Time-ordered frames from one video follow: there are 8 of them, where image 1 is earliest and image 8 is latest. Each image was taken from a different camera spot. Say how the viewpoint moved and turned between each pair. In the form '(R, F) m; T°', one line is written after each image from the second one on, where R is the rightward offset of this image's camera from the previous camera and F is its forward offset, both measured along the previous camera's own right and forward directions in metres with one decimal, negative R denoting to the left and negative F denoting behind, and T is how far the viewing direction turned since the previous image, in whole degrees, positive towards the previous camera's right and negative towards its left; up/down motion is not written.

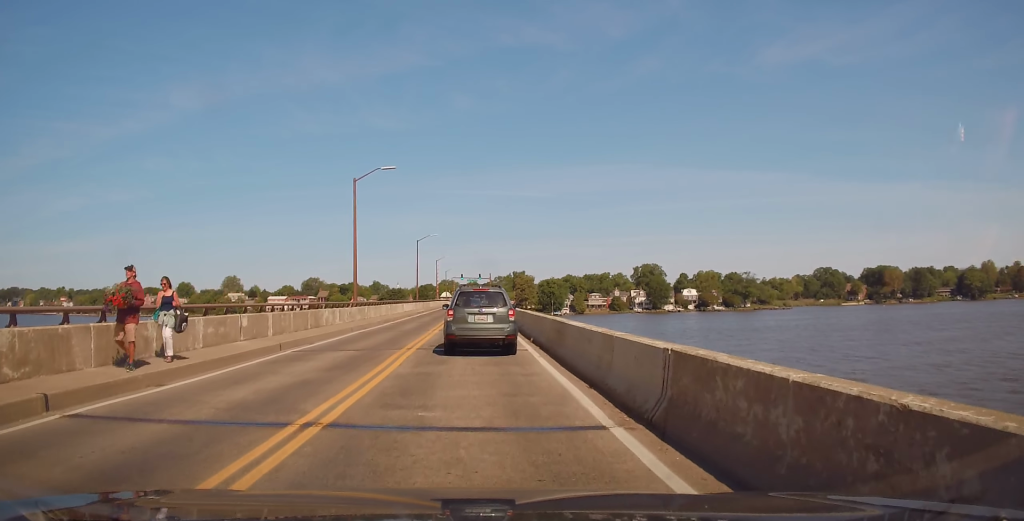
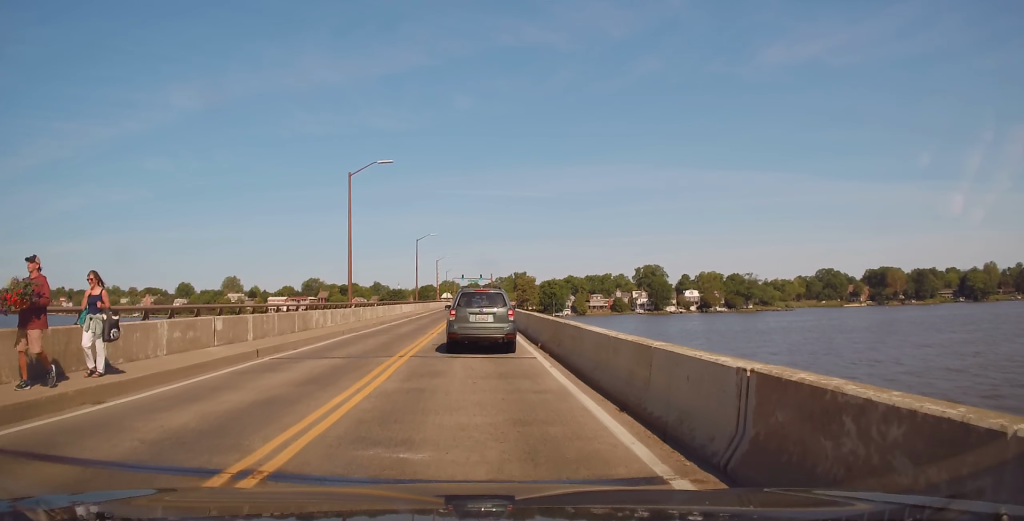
(+0.1, +2.3) m; +1°
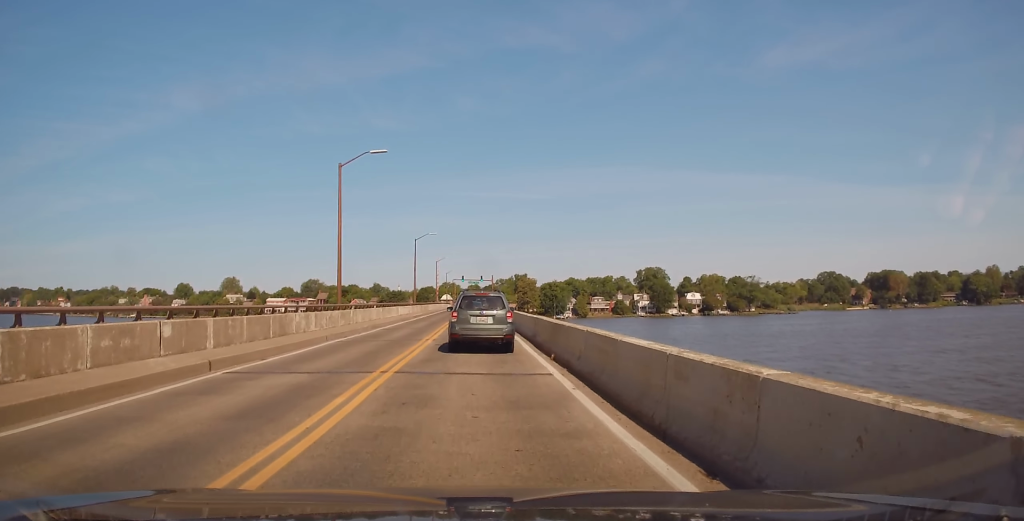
(+0.1, +3.4) m; 0°
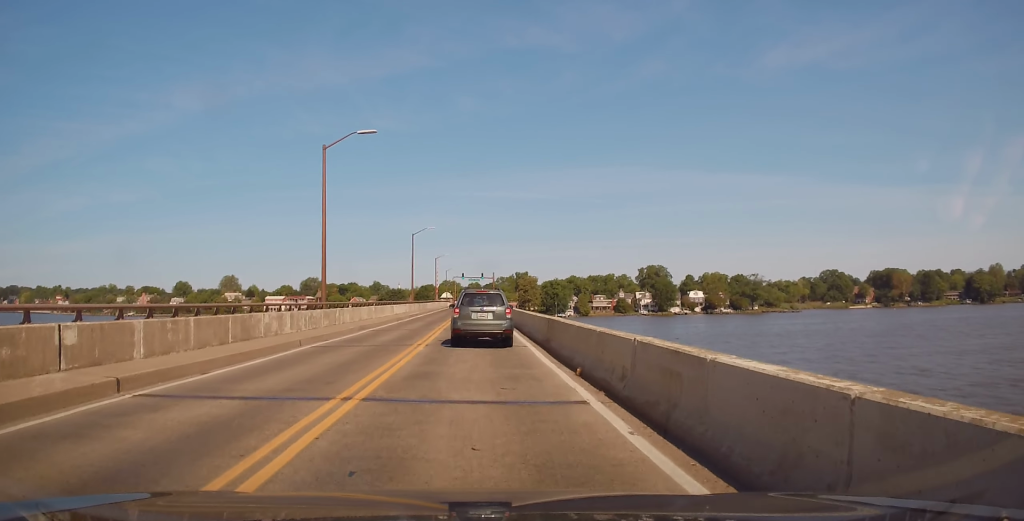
(0.0, +4.1) m; -1°
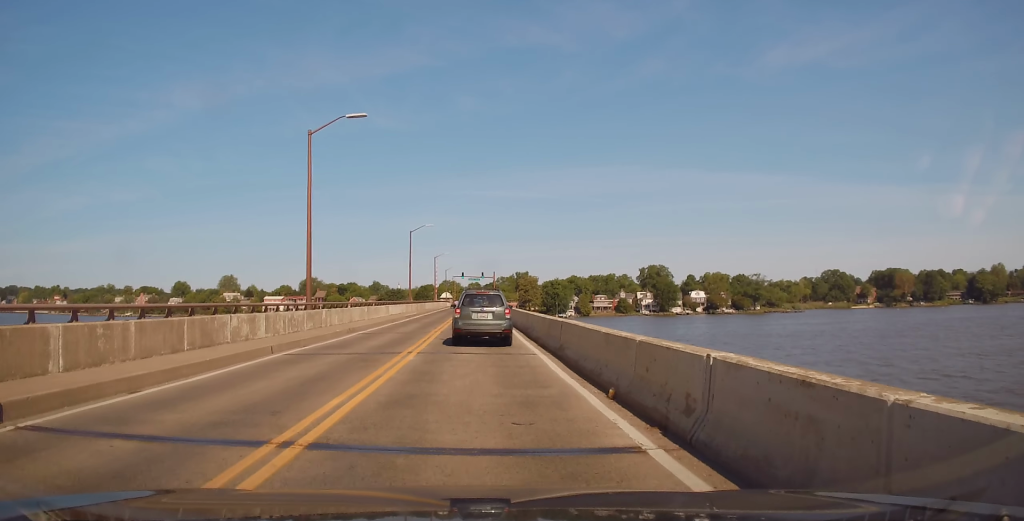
(-0.1, +3.3) m; -1°
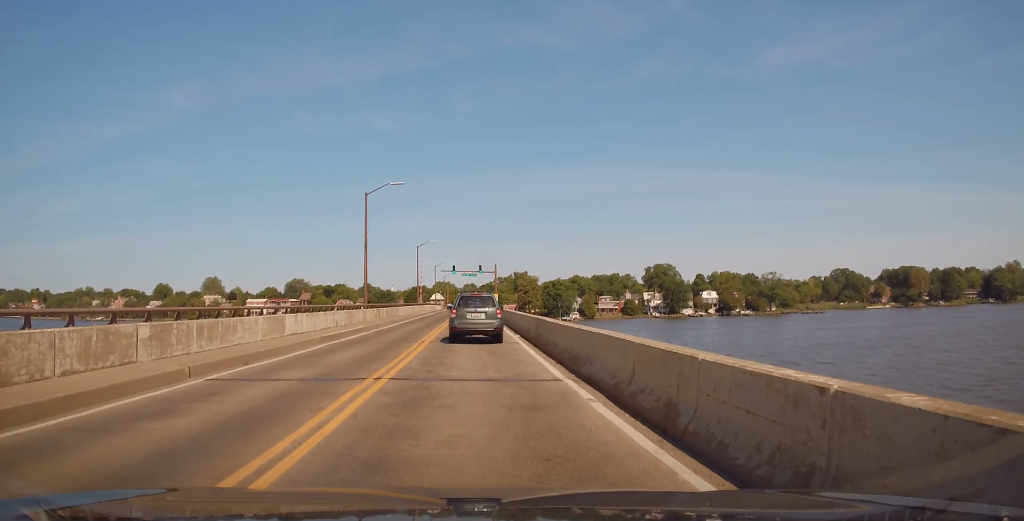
(+0.7, +28.0) m; +3°
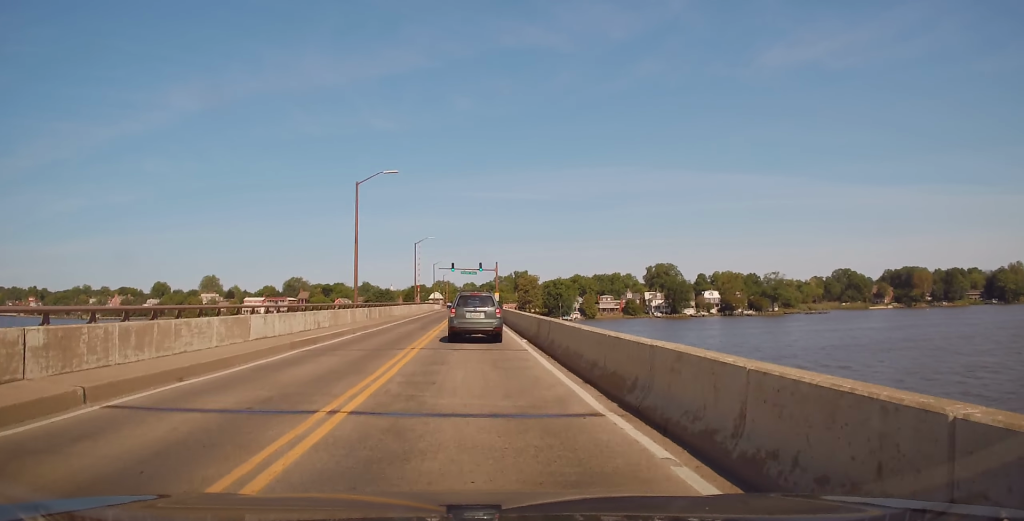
(-0.2, +3.6) m; -1°
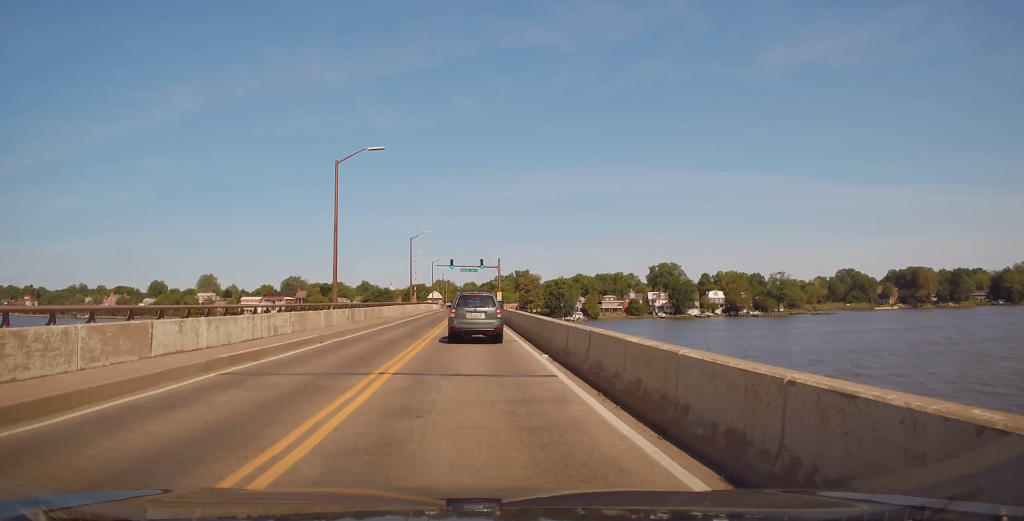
(-0.1, +6.1) m; -1°
